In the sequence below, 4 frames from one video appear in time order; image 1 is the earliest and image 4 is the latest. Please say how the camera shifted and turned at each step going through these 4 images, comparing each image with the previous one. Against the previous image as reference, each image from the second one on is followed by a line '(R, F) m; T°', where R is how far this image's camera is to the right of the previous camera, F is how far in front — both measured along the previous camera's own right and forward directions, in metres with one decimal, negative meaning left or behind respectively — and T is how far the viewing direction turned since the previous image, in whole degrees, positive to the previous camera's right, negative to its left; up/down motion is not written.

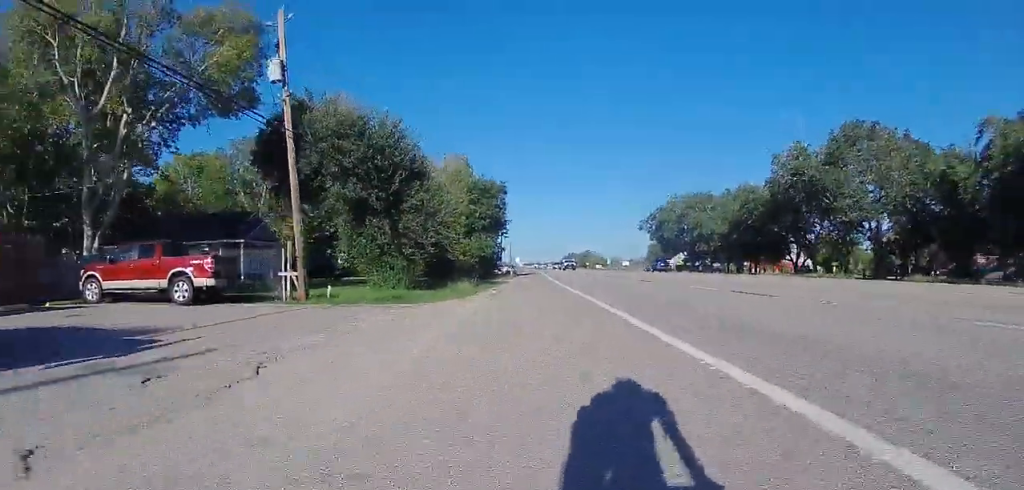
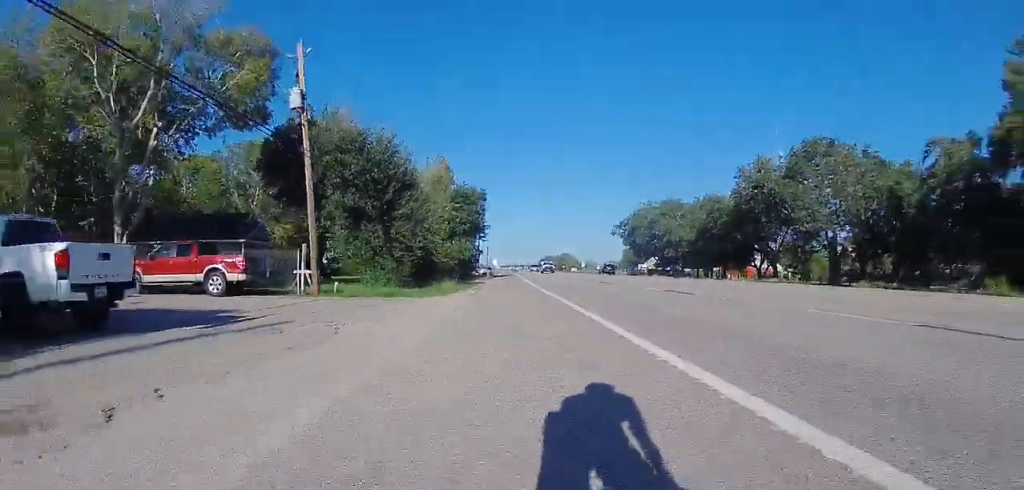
(0.0, +3.7) m; +1°
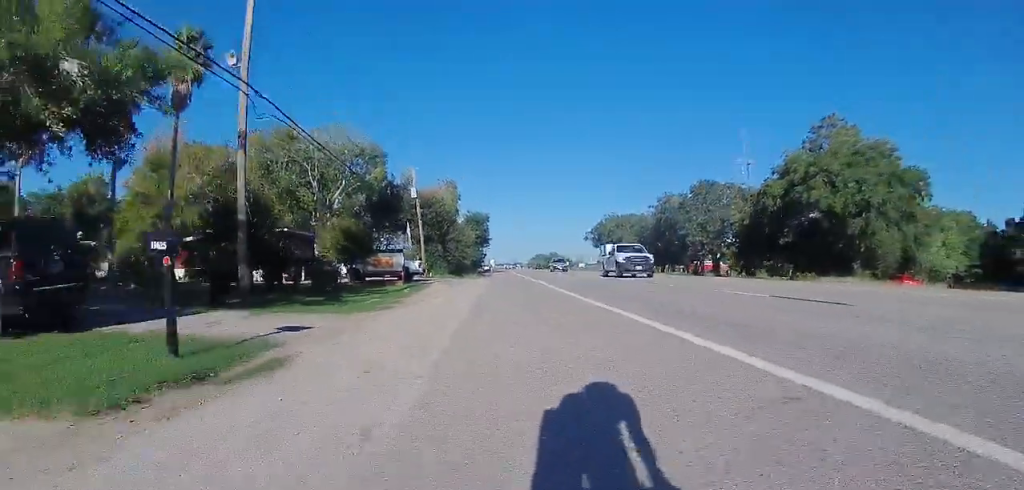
(-0.1, +29.8) m; +2°
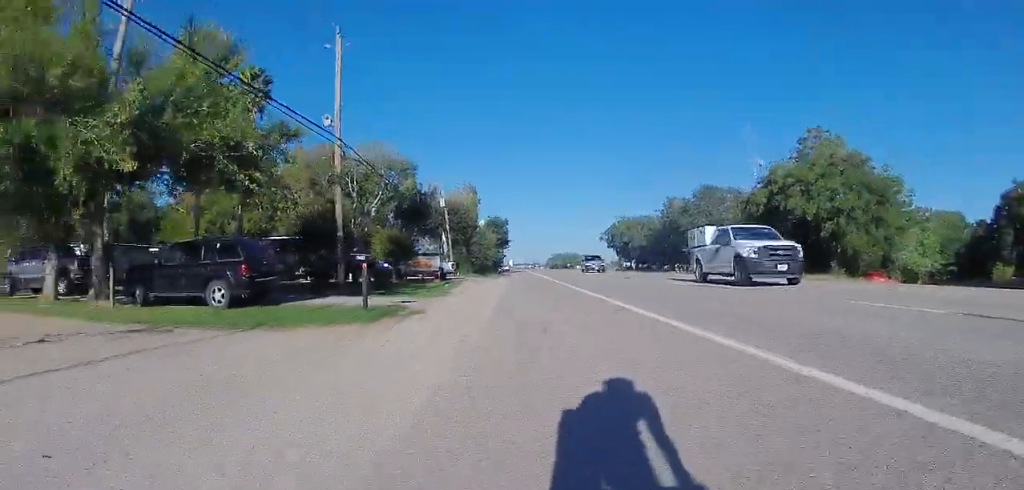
(+0.1, +7.2) m; -1°
